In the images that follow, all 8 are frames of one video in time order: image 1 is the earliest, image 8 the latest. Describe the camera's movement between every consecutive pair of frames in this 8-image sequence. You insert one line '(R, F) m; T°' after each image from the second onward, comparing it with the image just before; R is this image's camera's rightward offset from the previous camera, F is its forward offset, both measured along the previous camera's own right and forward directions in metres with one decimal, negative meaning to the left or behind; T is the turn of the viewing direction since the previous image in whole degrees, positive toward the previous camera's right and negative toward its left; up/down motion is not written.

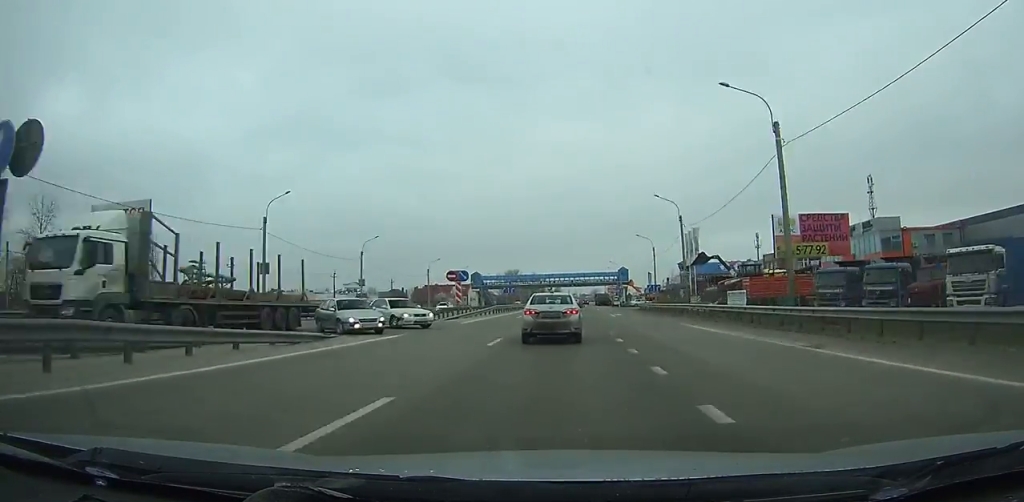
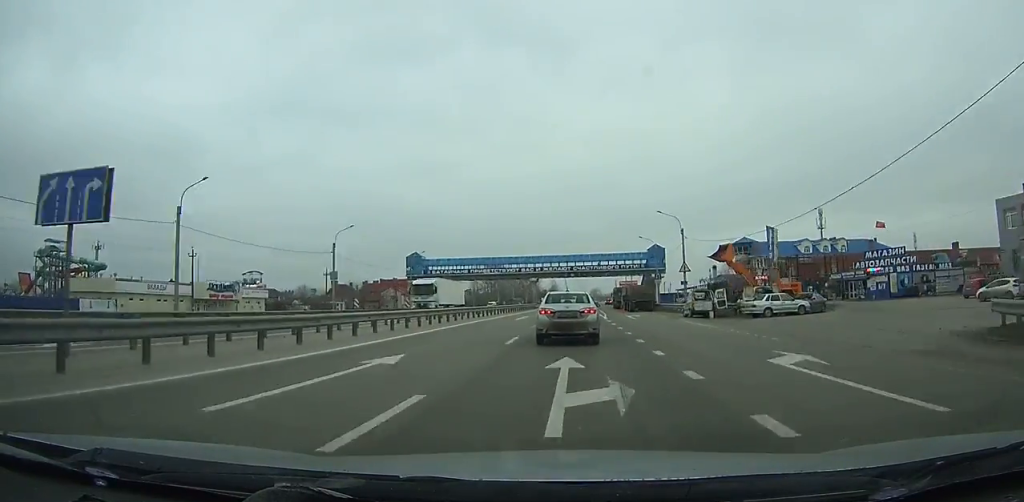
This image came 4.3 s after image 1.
(-0.3, +70.0) m; 0°
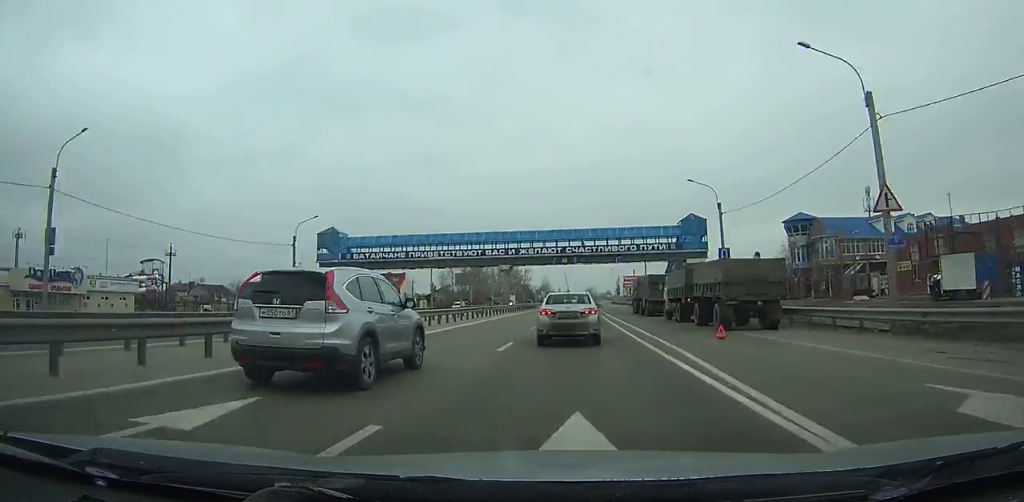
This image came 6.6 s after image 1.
(+0.1, +37.9) m; +1°
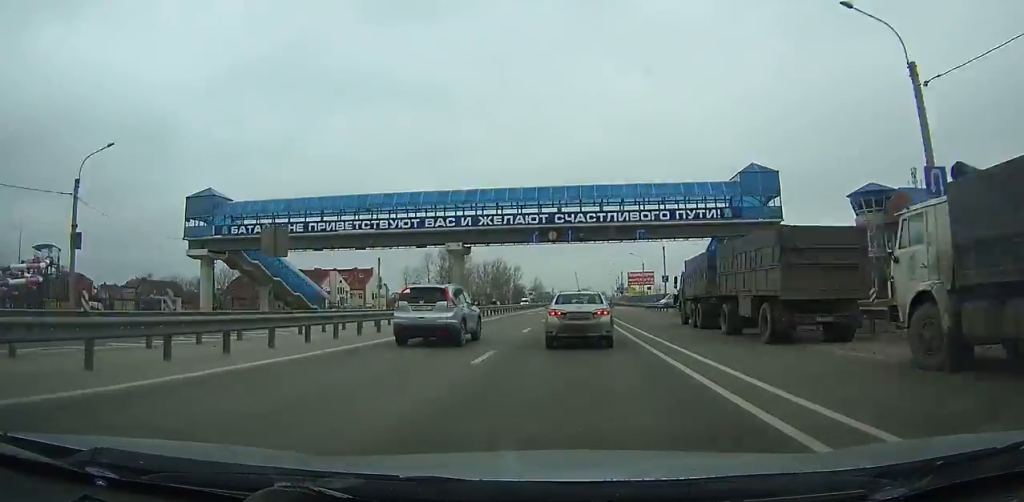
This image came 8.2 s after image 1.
(+0.4, +26.6) m; +1°
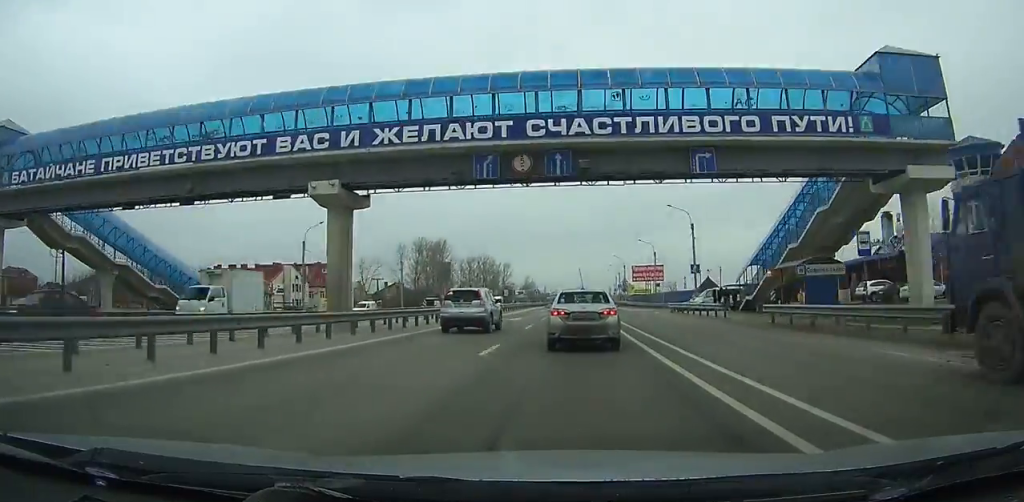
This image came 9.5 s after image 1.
(+0.1, +21.6) m; +1°
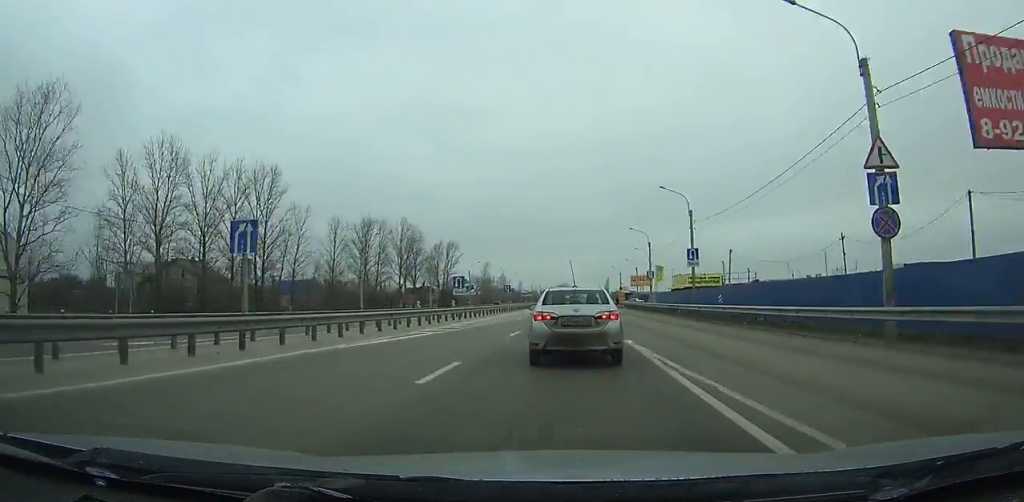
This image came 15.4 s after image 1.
(+2.5, +99.1) m; +3°
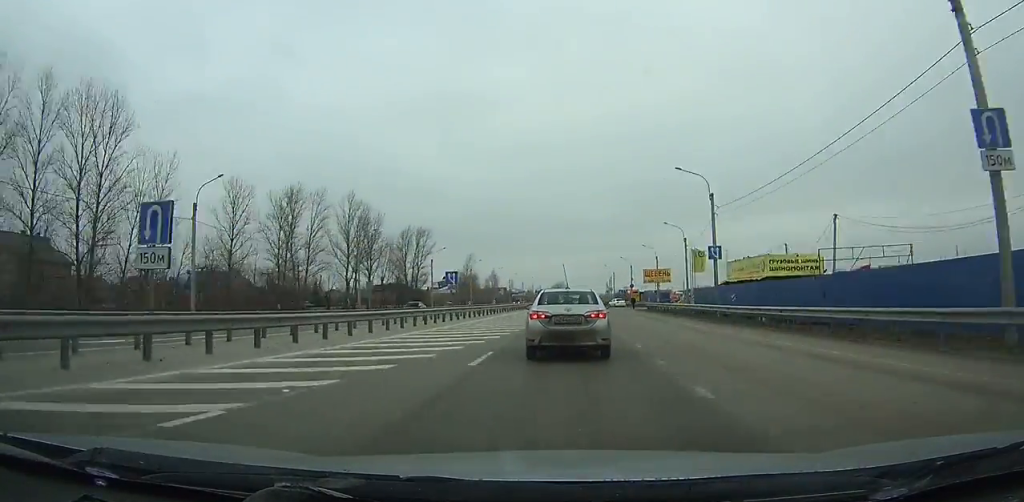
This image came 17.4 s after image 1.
(+0.1, +34.3) m; 0°
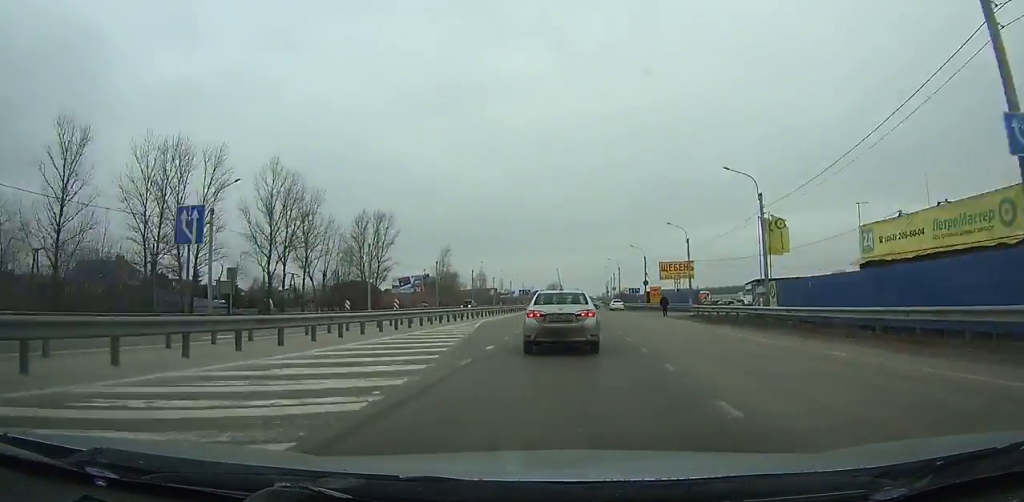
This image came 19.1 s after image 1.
(+0.1, +29.7) m; 0°
